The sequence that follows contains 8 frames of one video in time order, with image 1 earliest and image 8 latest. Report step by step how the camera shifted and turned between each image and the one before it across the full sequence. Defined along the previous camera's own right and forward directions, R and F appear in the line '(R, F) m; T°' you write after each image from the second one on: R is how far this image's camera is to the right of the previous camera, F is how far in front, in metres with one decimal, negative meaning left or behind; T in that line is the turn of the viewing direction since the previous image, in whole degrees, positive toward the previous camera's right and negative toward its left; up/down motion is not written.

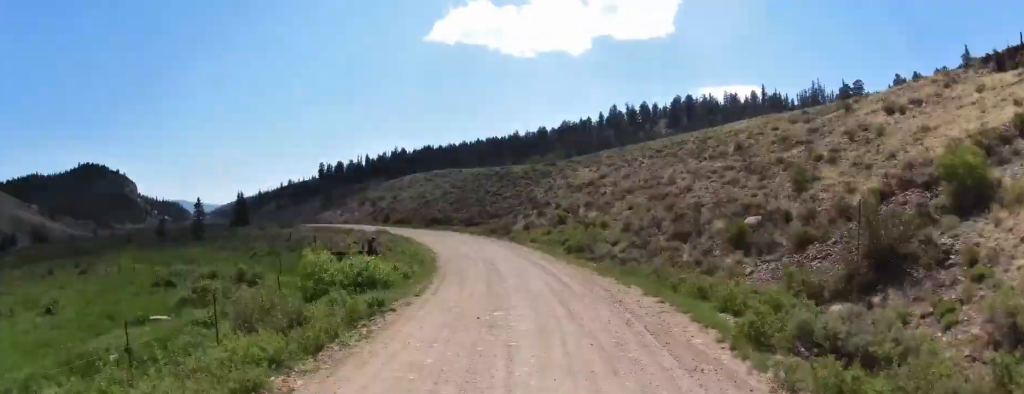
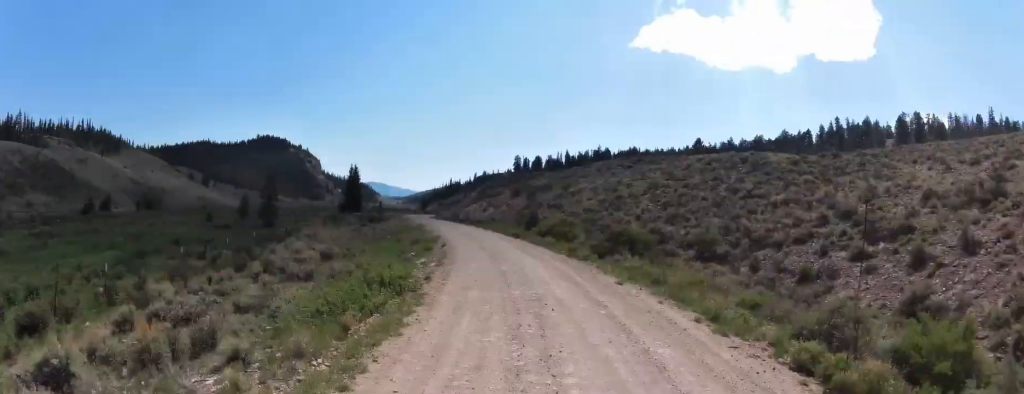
(-9.8, +46.3) m; -8°
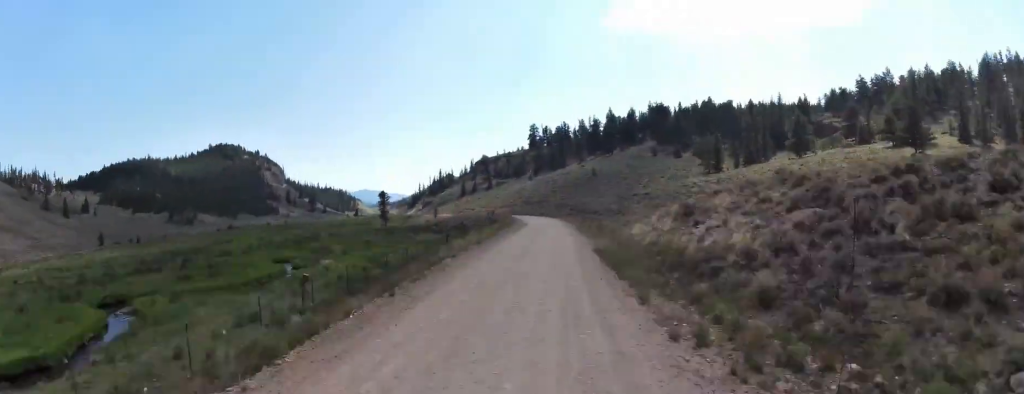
(-12.7, +164.6) m; -5°
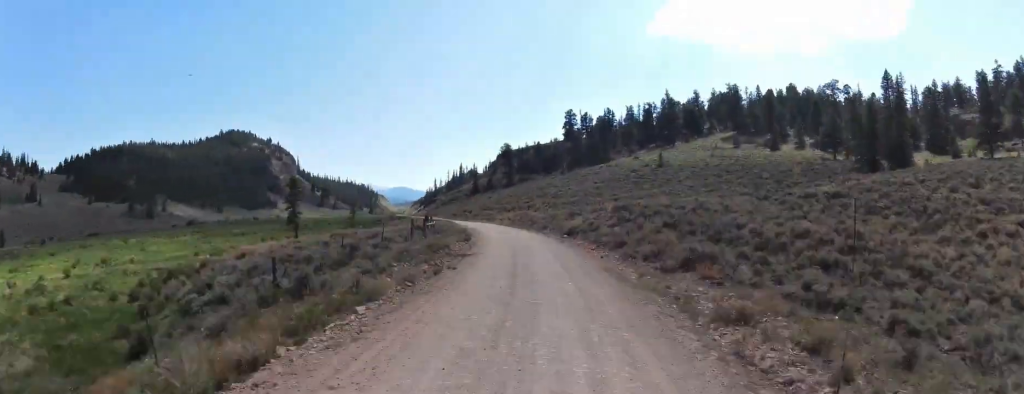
(+3.7, +69.1) m; -3°
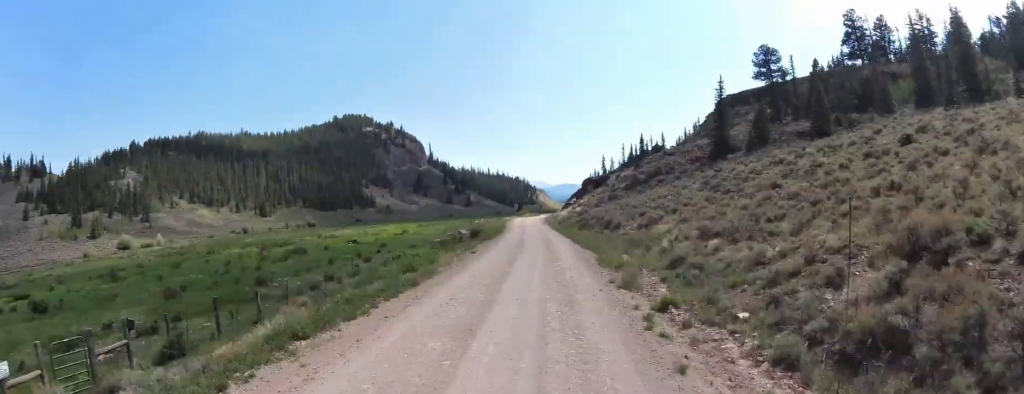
(-25.4, +155.7) m; -11°
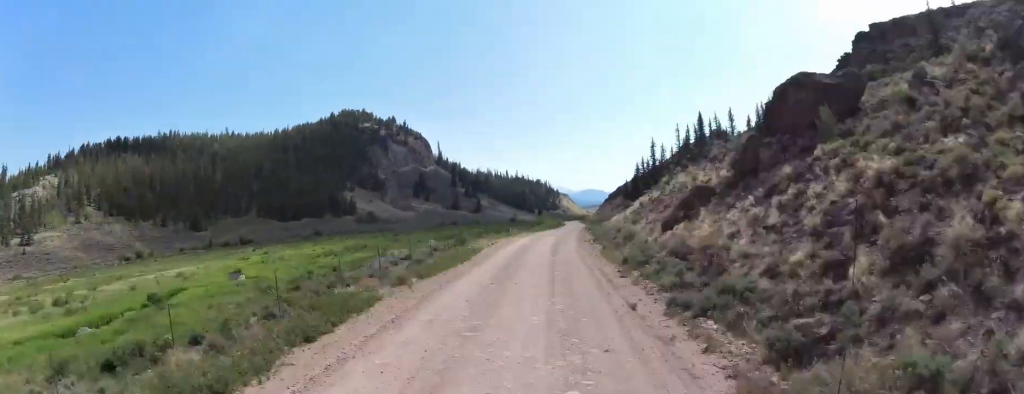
(-0.5, +78.7) m; 0°
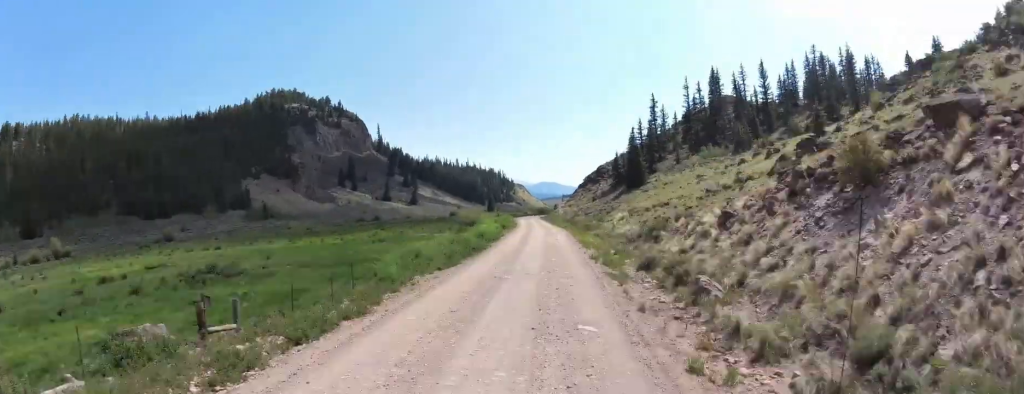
(+1.7, +62.0) m; +1°
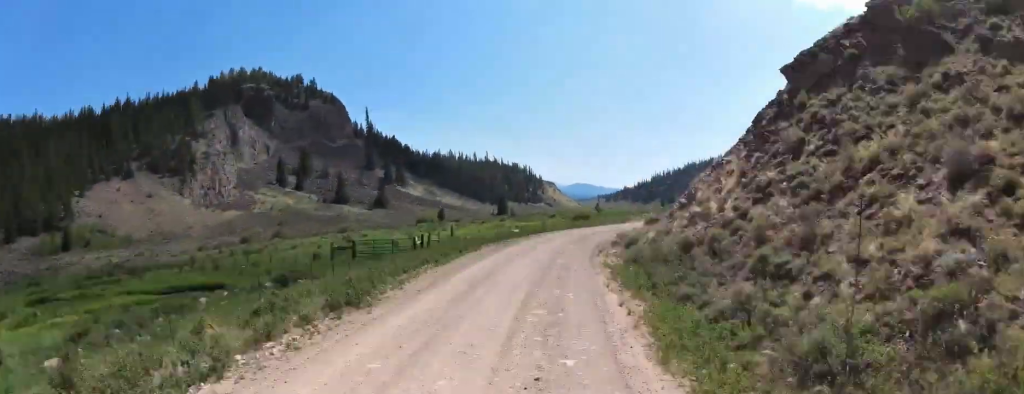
(-0.9, +101.5) m; +14°
